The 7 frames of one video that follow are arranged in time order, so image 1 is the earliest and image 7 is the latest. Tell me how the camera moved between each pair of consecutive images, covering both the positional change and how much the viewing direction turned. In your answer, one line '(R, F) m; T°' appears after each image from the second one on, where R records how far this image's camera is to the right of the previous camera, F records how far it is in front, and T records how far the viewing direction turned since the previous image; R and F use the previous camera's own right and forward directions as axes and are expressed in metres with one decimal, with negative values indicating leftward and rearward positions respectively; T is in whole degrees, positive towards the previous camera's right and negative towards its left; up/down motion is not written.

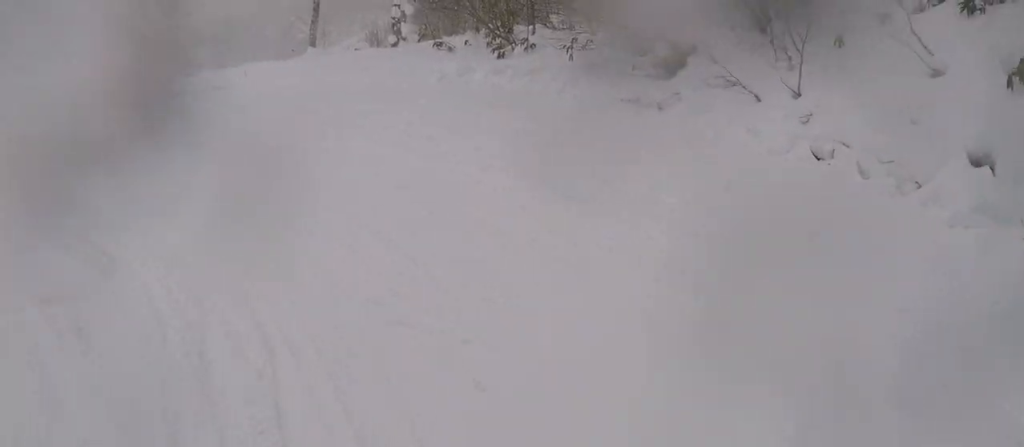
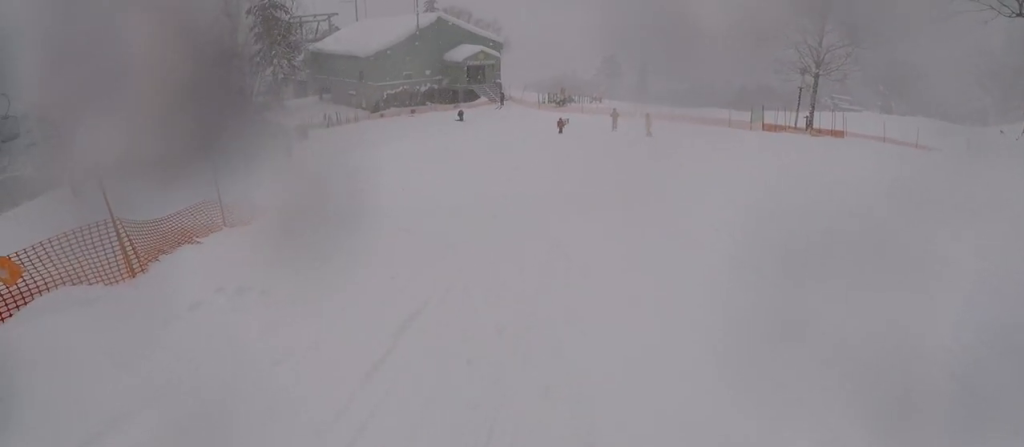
(-3.3, +4.8) m; -54°
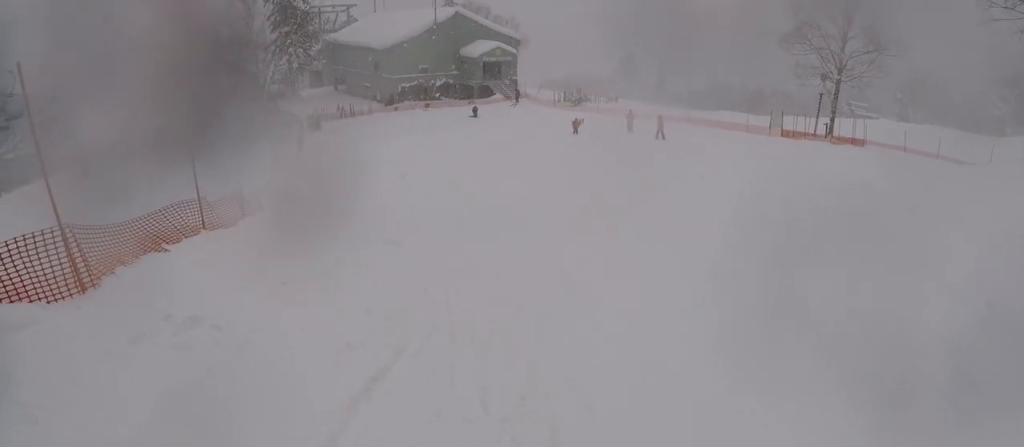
(+0.1, +1.2) m; -6°
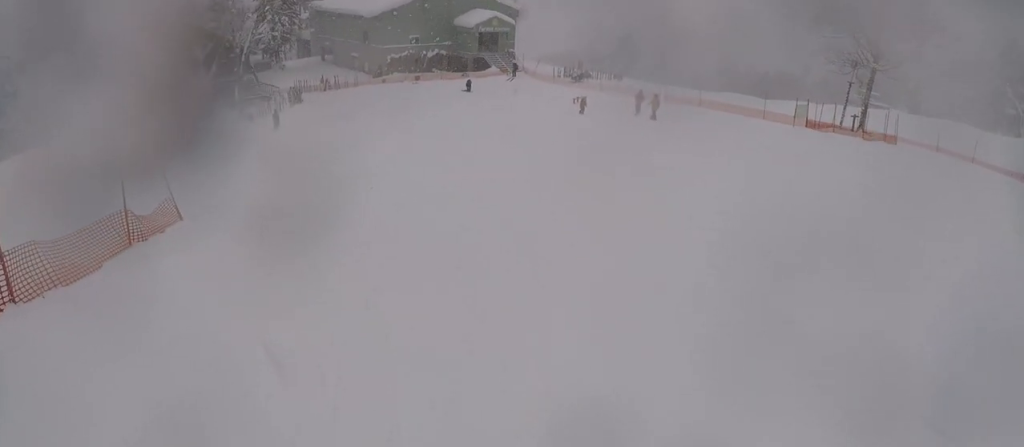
(-0.5, +4.3) m; +2°
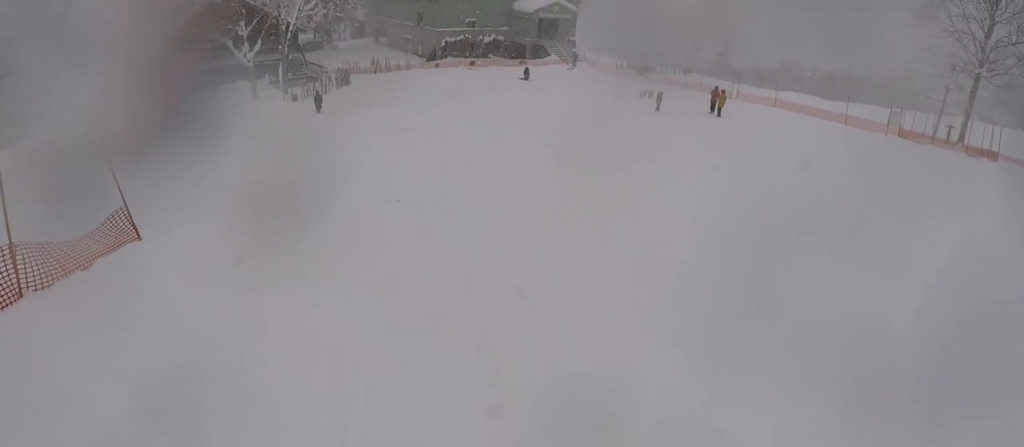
(+0.4, +4.0) m; +1°
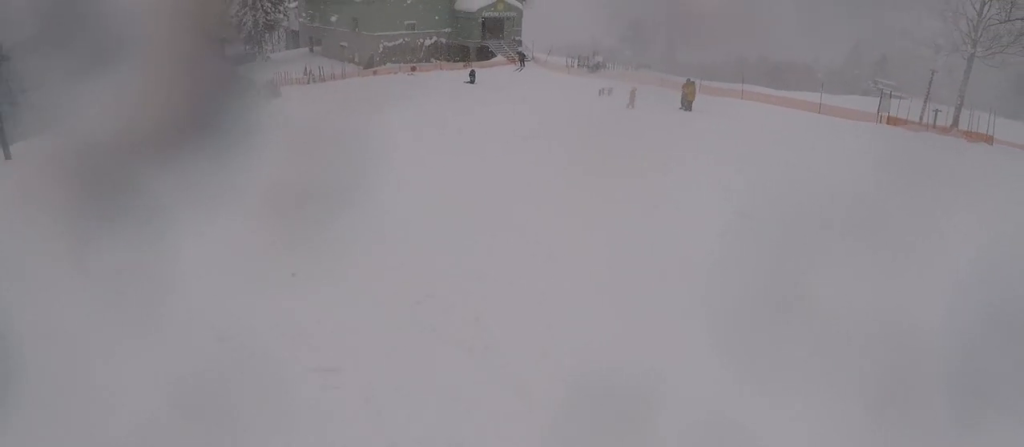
(-0.3, +4.0) m; -5°
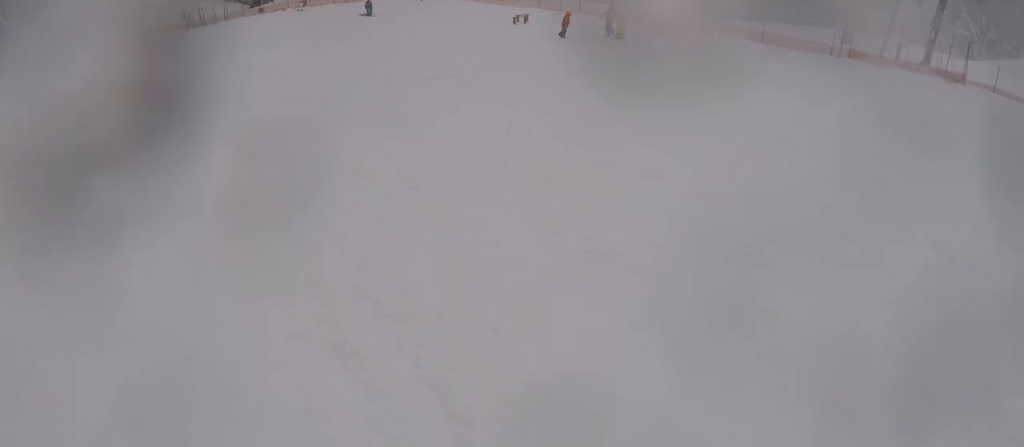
(0.0, +4.0) m; -2°
